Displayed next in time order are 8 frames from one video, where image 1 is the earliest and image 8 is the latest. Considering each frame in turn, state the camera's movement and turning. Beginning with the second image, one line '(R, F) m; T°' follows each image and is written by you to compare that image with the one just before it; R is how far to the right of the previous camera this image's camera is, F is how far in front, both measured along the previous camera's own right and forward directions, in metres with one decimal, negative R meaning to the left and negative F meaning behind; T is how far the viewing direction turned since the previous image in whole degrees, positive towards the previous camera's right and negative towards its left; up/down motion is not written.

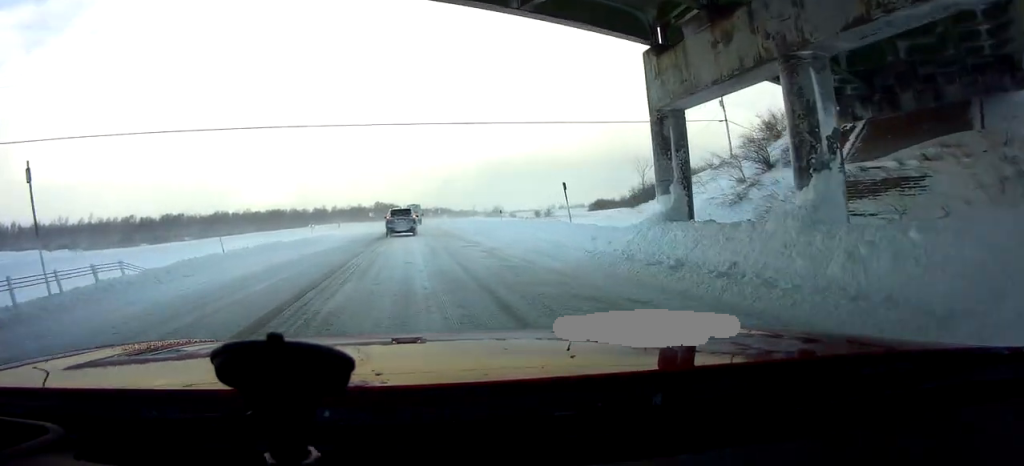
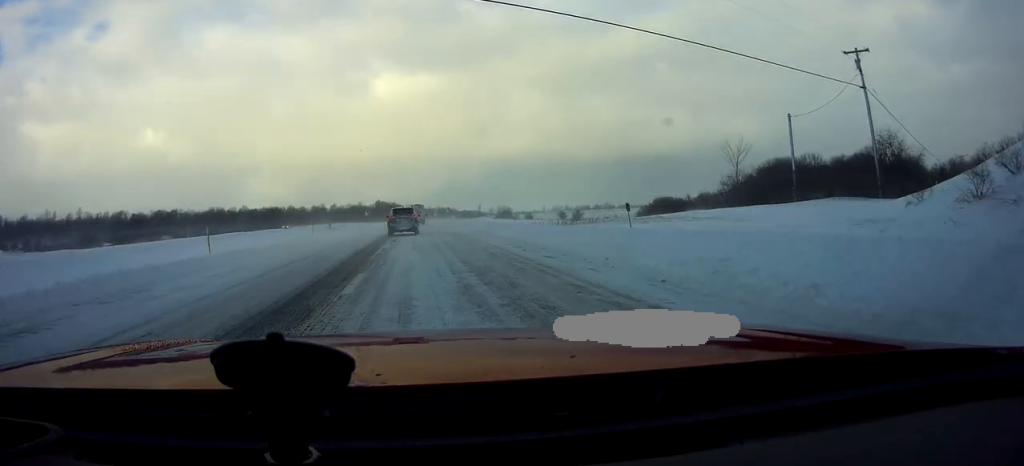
(0.0, +23.0) m; 0°
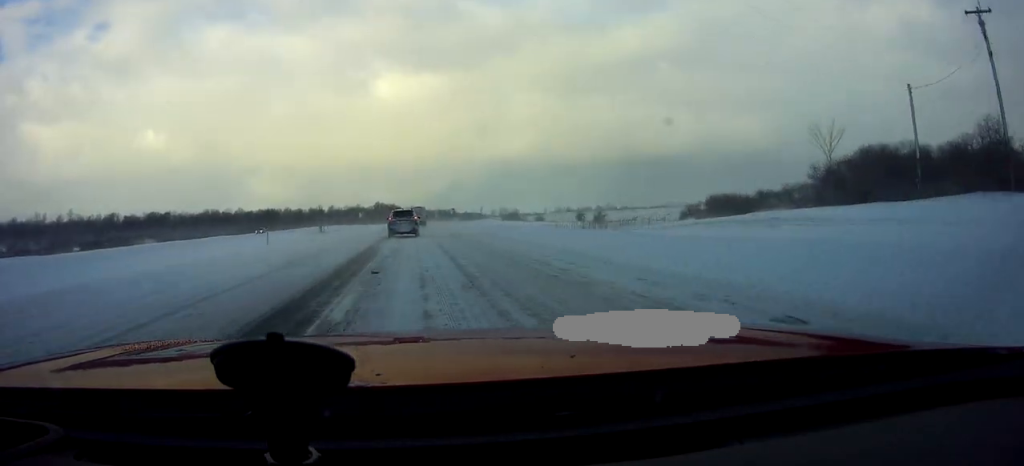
(-0.1, +14.5) m; 0°
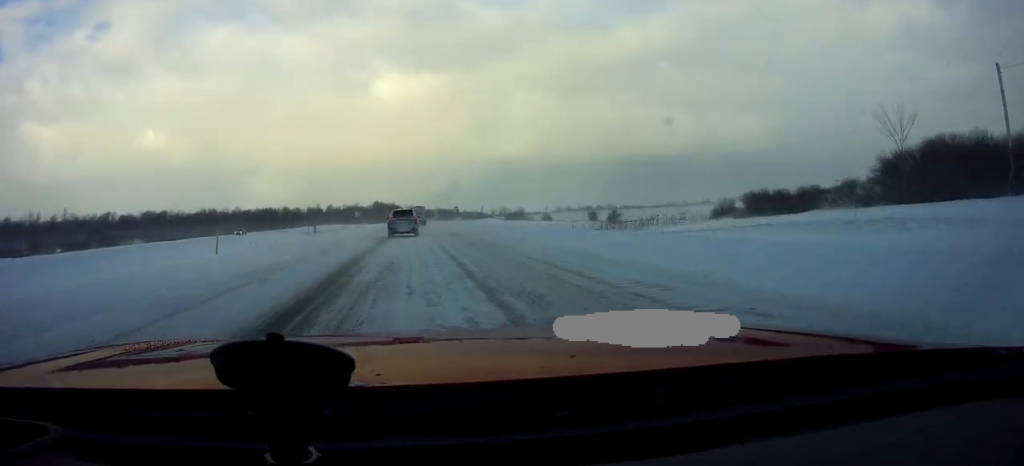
(+0.1, +8.2) m; -1°
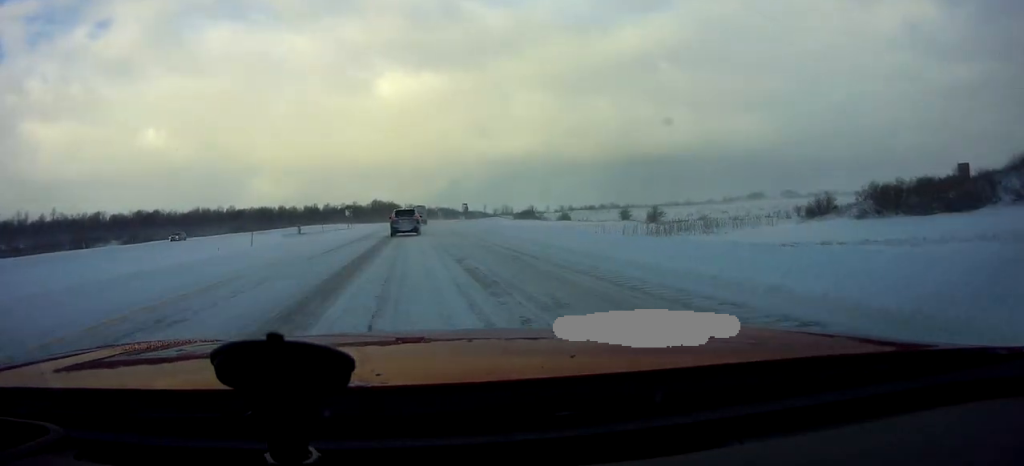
(-0.5, +17.4) m; -1°
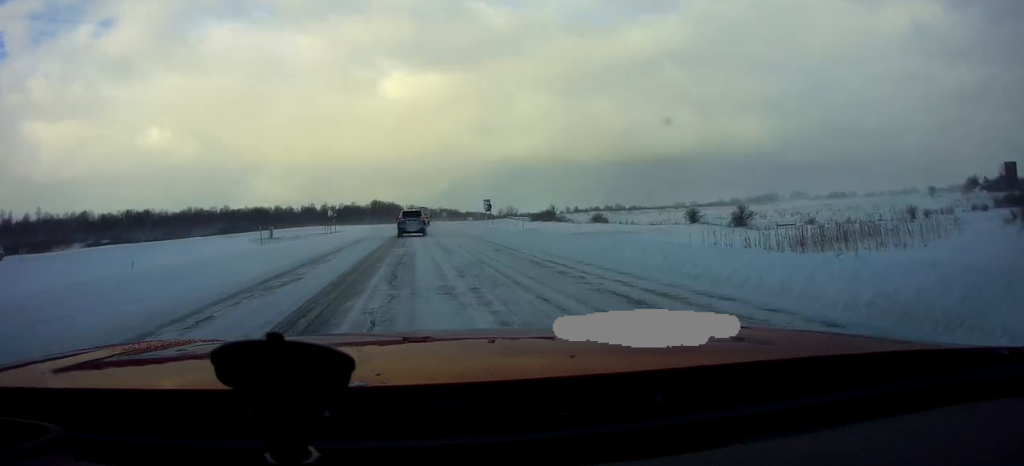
(+0.6, +23.4) m; +2°
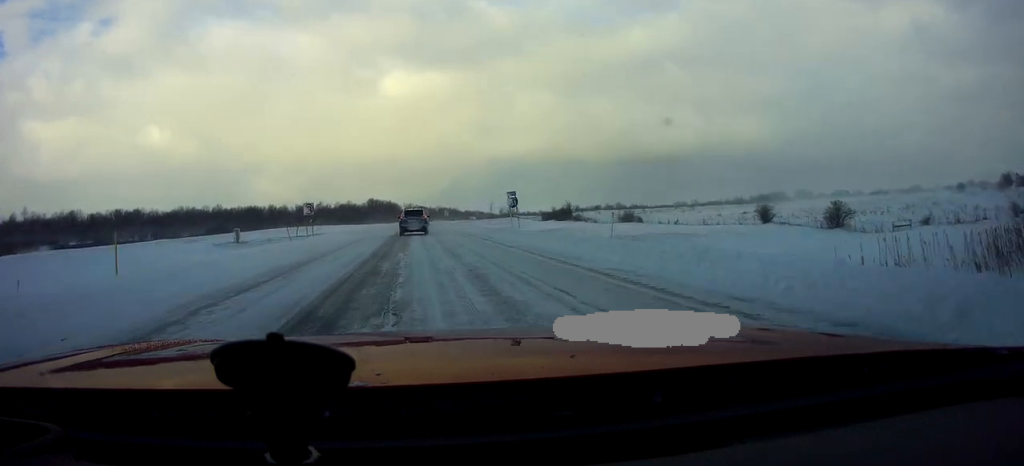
(0.0, +16.3) m; 0°
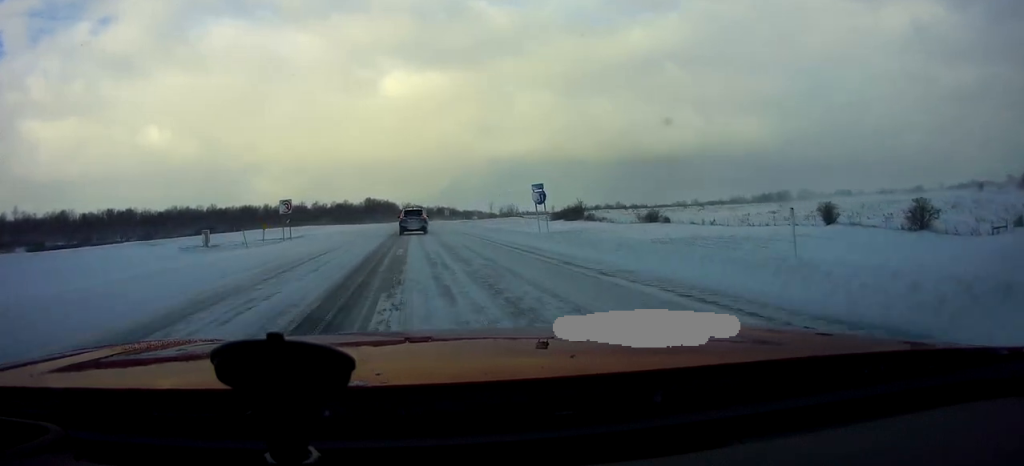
(0.0, +10.2) m; 0°
